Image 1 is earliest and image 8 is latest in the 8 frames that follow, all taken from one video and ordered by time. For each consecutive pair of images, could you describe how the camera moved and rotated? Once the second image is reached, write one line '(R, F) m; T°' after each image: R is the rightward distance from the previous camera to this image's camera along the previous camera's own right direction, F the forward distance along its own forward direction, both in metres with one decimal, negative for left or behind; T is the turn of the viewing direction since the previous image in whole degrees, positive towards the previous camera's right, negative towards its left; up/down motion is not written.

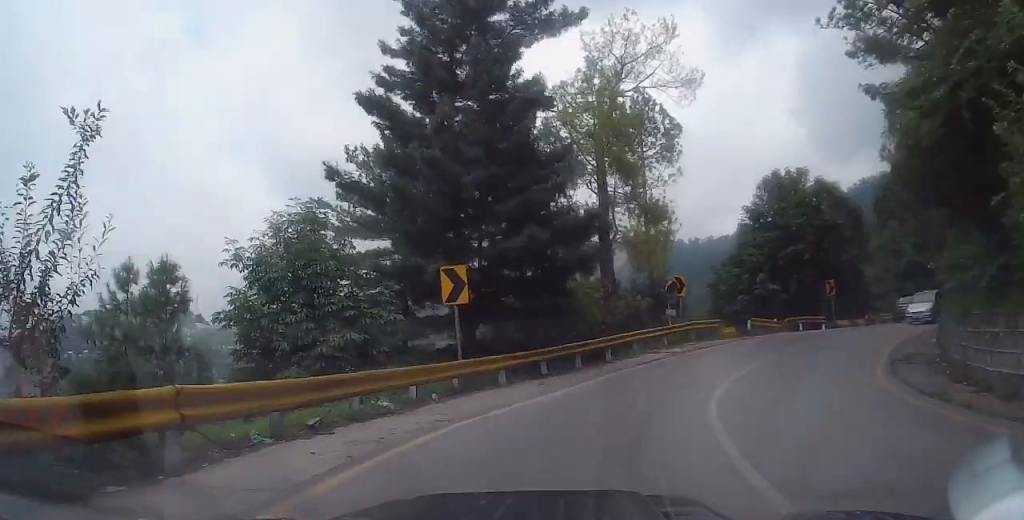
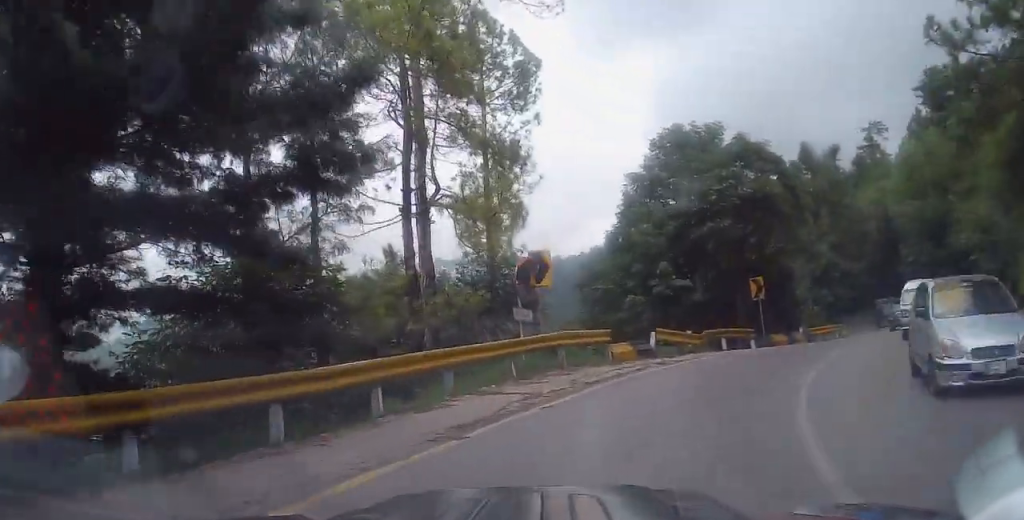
(+1.5, +12.7) m; +12°
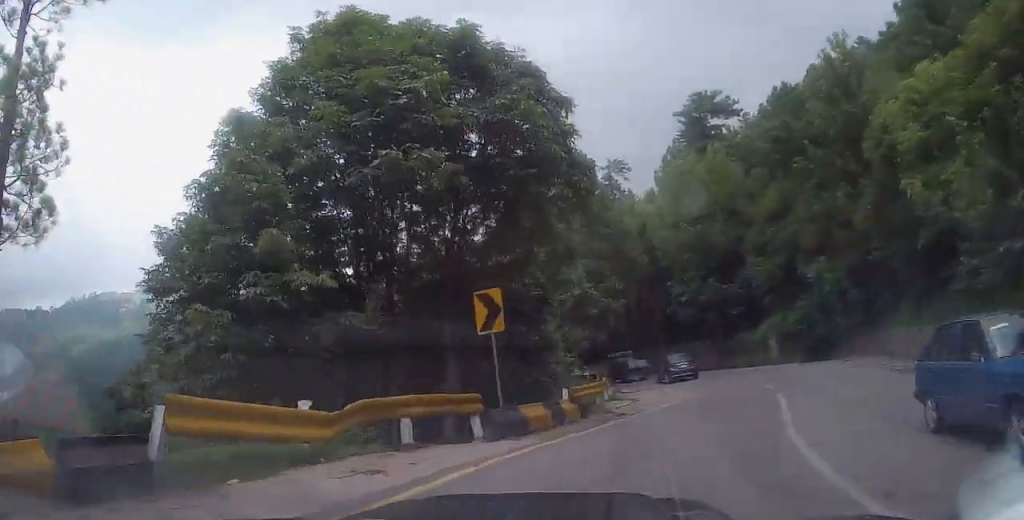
(+2.1, +13.3) m; +24°
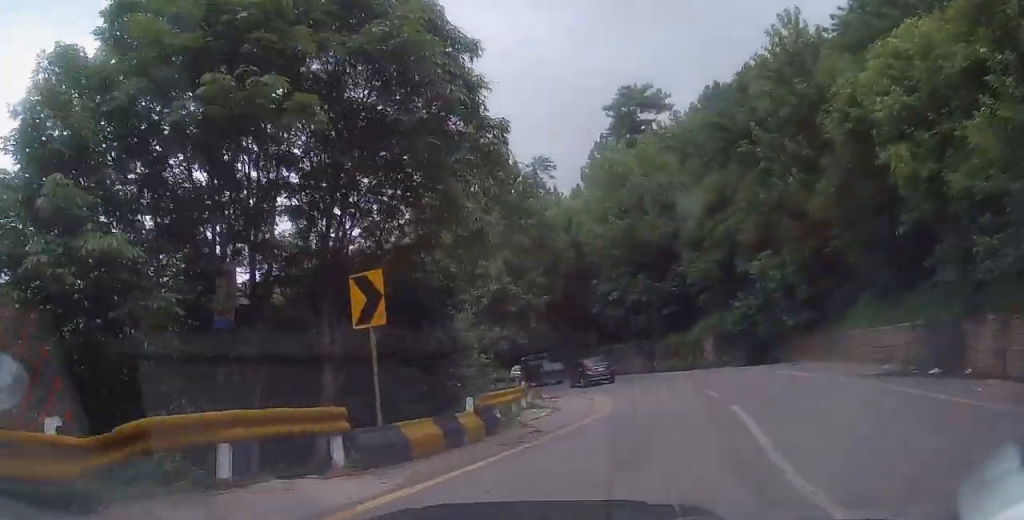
(+0.4, +3.0) m; +4°
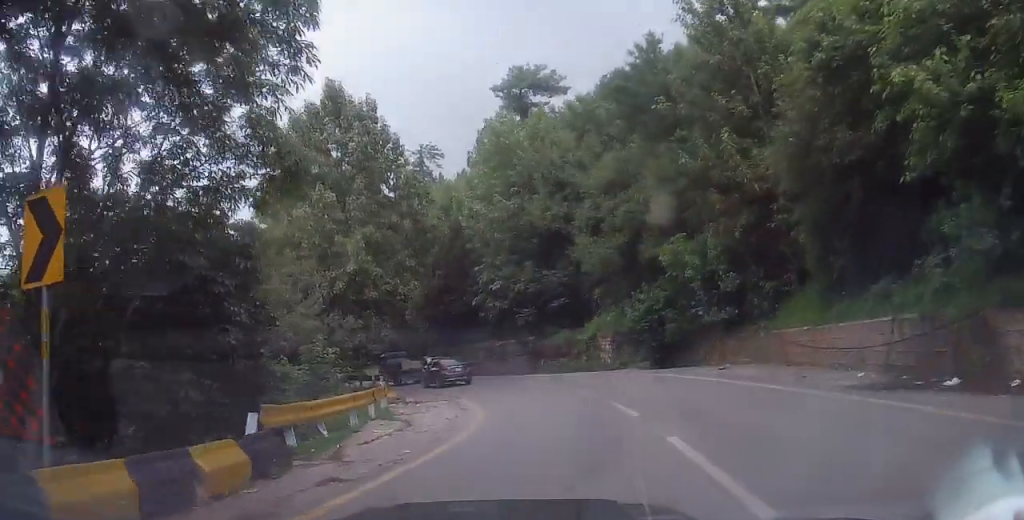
(+0.4, +5.0) m; +6°
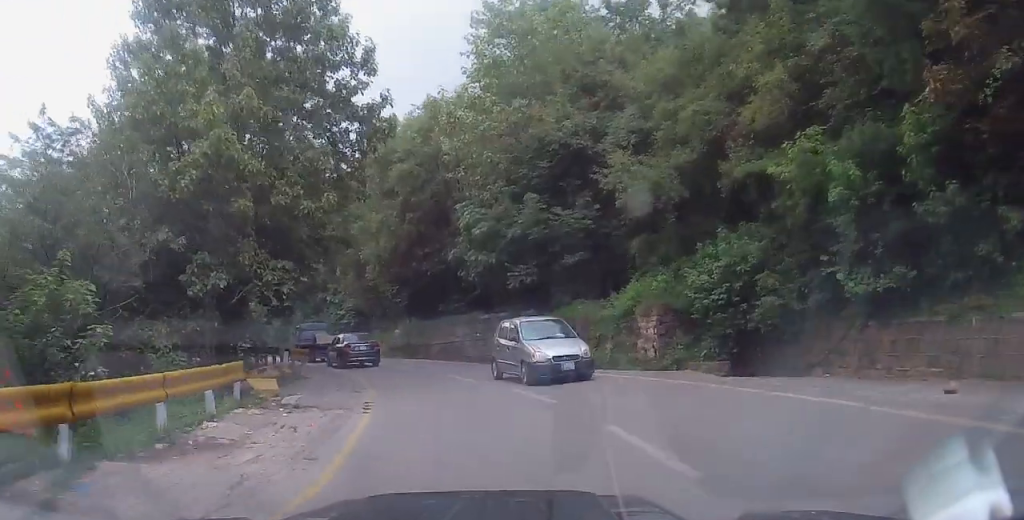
(+0.4, +11.5) m; 0°
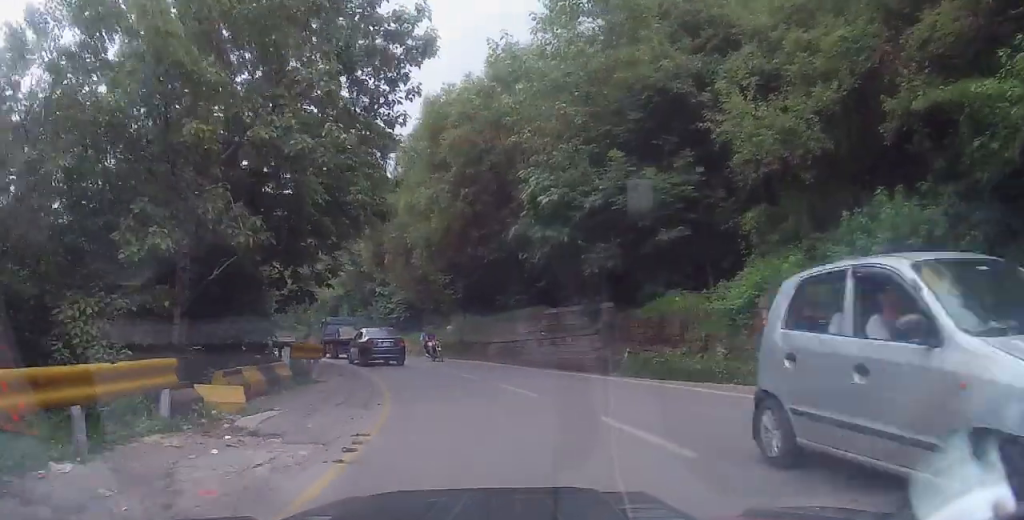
(-0.1, +5.0) m; -3°
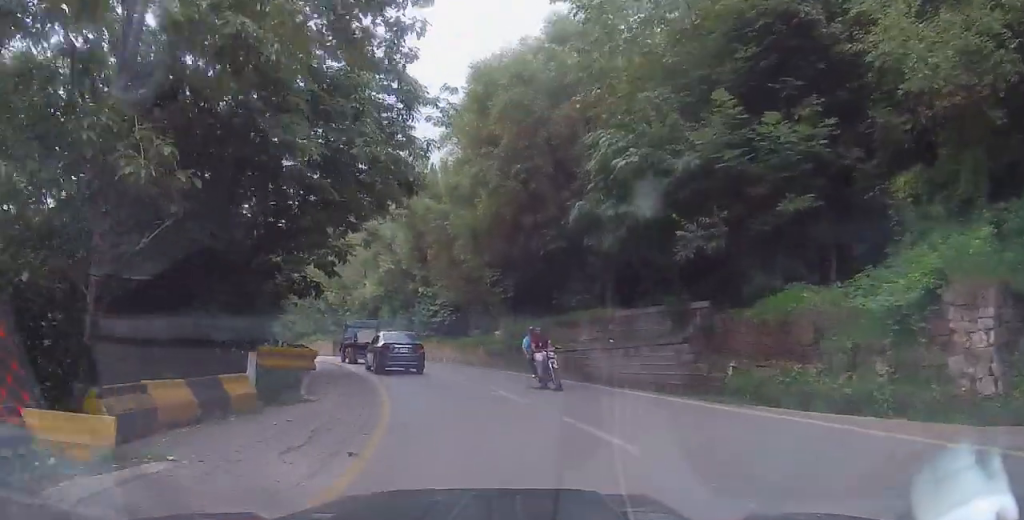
(0.0, +4.8) m; -4°
